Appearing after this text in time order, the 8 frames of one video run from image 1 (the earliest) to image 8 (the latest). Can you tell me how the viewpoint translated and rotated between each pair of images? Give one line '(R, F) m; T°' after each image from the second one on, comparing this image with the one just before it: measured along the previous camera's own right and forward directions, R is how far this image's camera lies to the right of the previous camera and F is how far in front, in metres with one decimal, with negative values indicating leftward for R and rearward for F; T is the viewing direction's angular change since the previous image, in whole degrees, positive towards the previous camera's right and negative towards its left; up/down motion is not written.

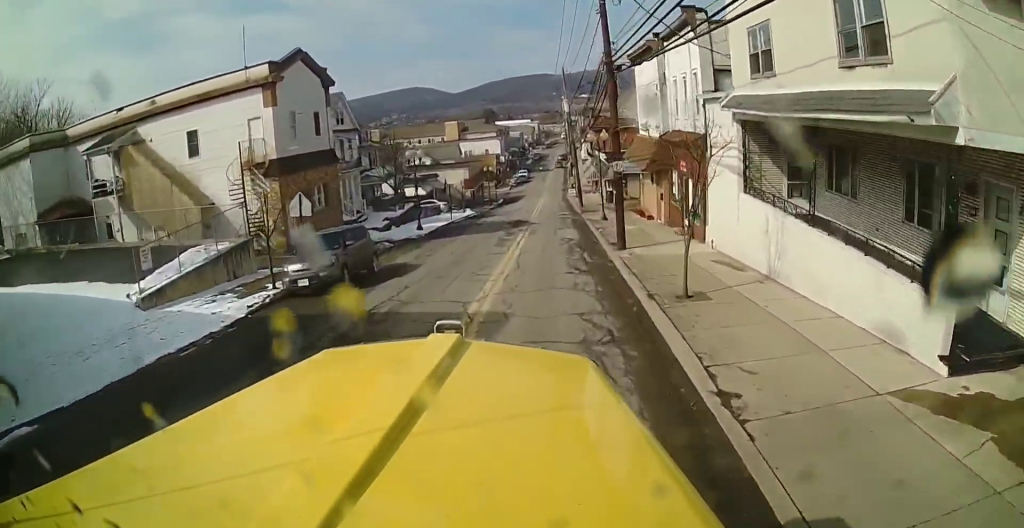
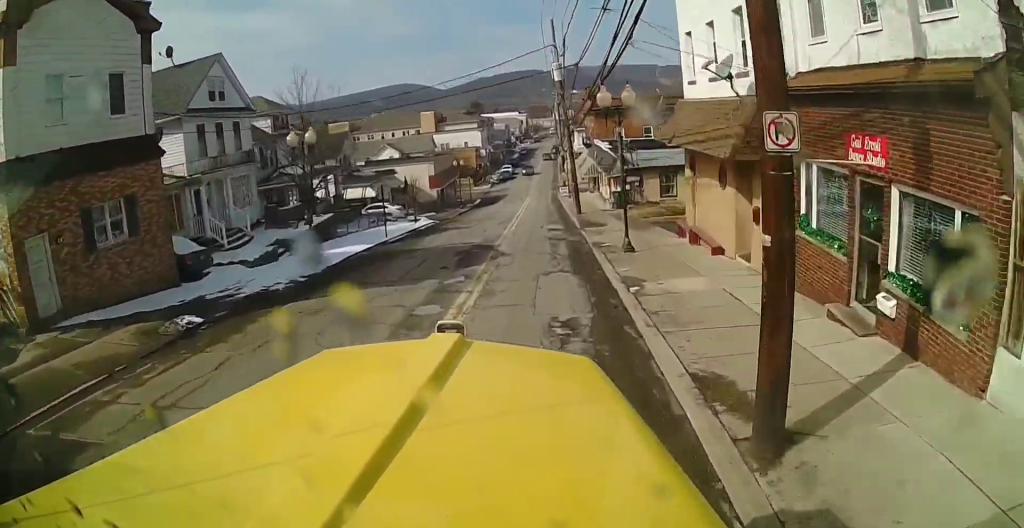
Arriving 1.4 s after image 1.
(+0.6, +14.6) m; +2°
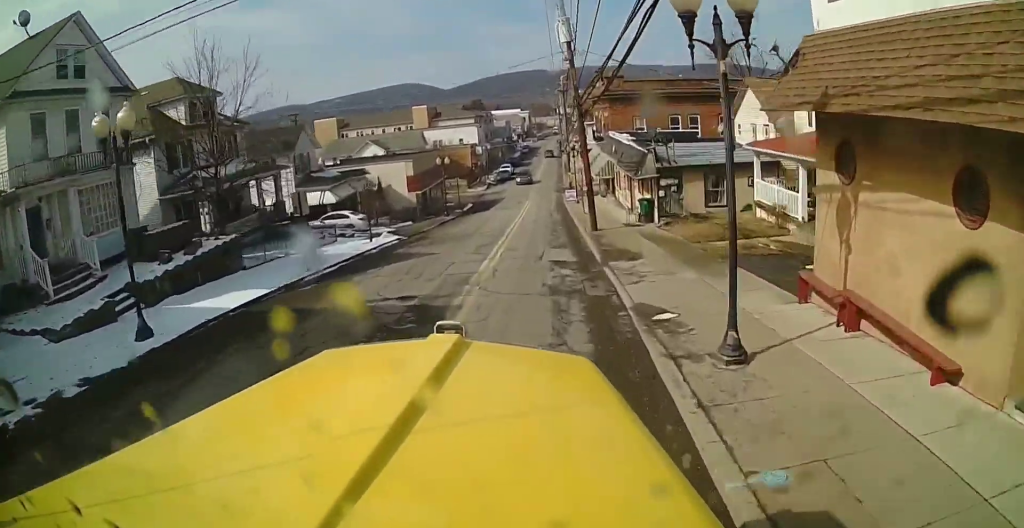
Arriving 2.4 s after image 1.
(0.0, +9.9) m; 0°
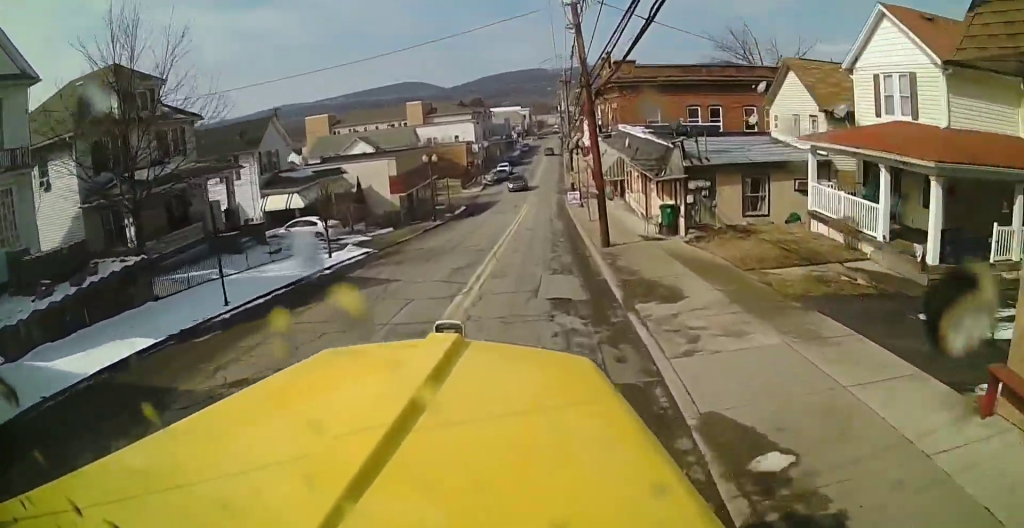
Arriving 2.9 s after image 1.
(0.0, +5.1) m; 0°
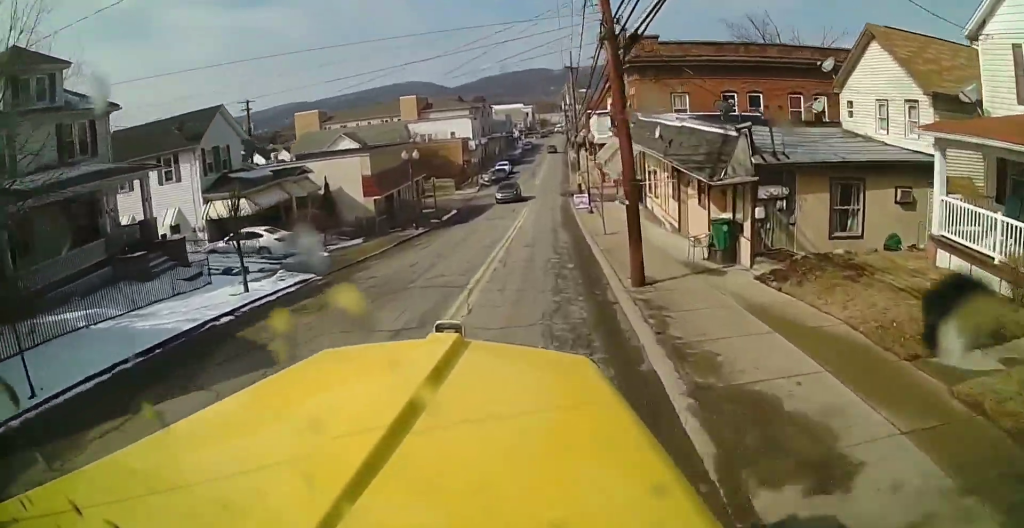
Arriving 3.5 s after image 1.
(0.0, +6.6) m; +1°
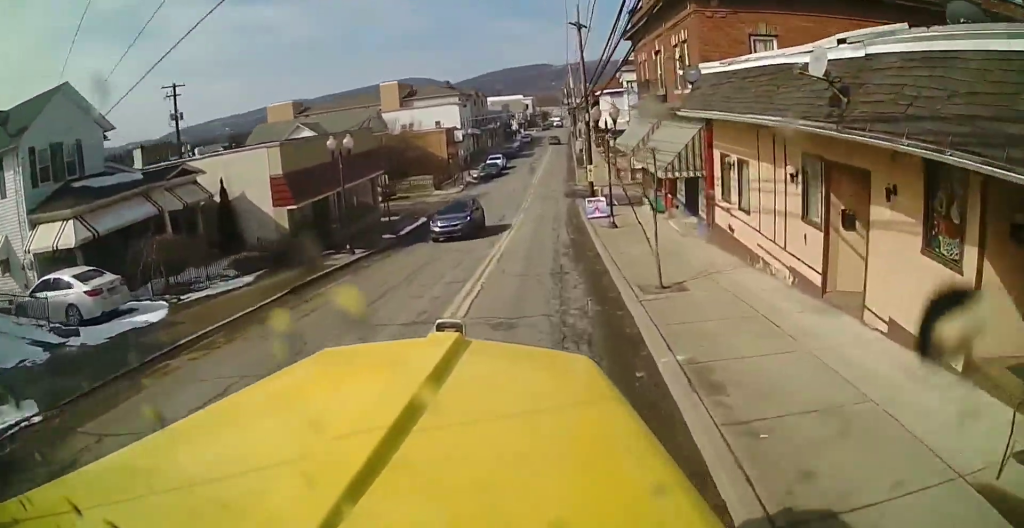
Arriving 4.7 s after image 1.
(+0.3, +12.1) m; 0°
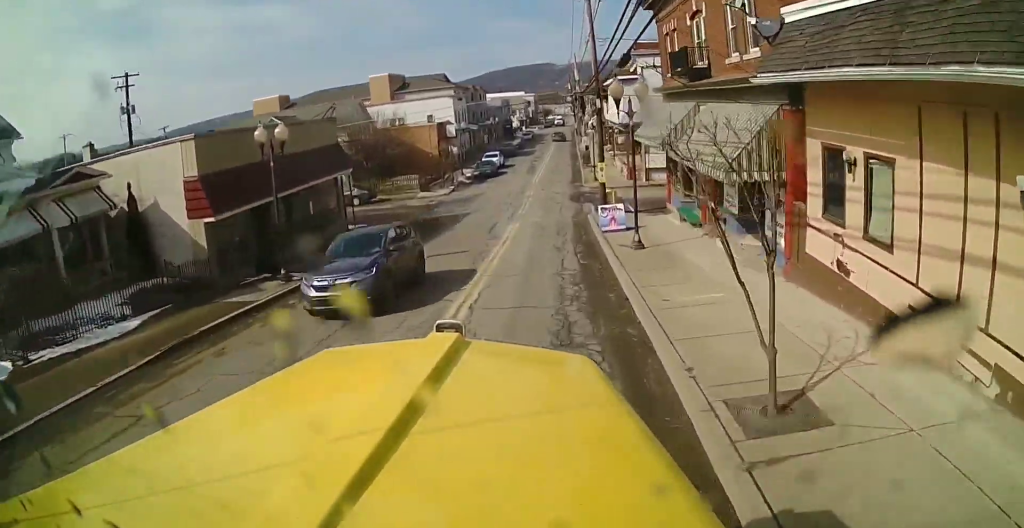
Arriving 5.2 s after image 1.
(+0.1, +6.2) m; -1°
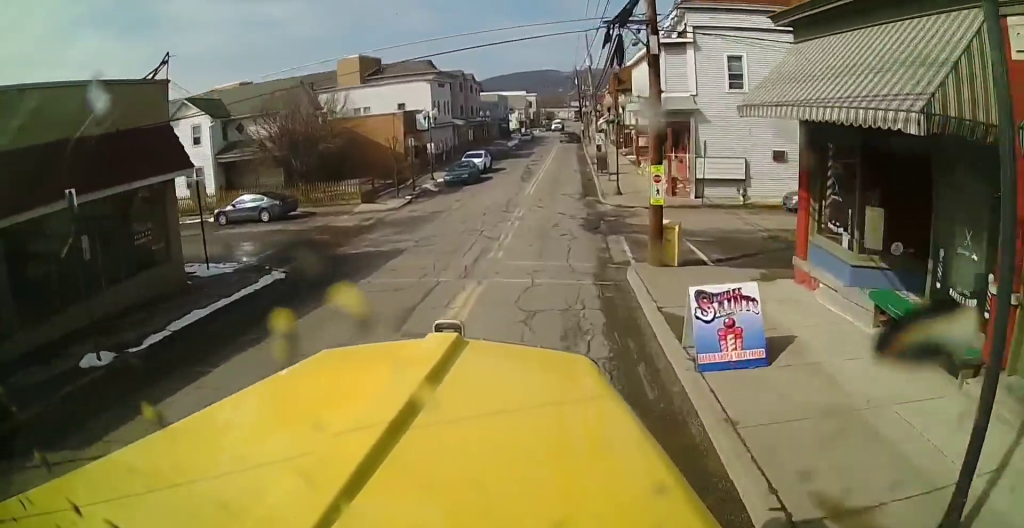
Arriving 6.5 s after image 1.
(-0.4, +14.3) m; +1°
